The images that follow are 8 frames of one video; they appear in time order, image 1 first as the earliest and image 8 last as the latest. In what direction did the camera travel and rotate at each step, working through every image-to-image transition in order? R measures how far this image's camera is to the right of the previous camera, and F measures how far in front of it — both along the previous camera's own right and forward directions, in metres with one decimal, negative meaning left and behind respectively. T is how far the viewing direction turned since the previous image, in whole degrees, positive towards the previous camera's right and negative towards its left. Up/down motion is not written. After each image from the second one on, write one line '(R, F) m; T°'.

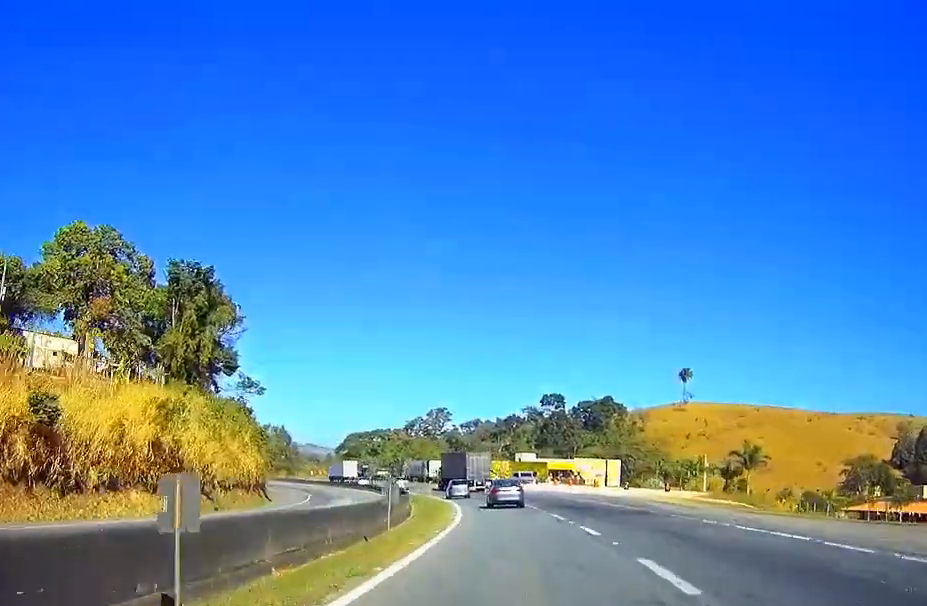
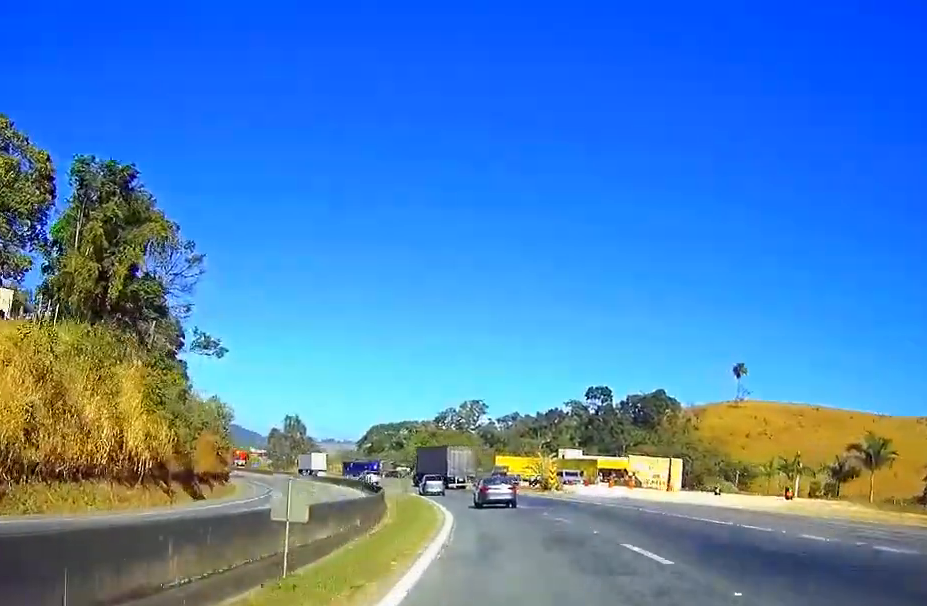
(-1.5, +28.9) m; -5°
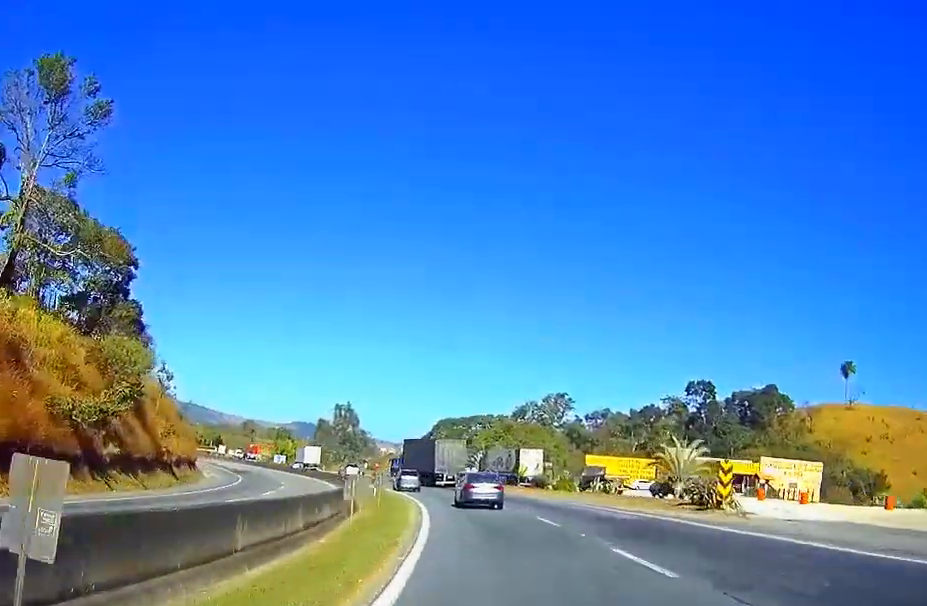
(-2.5, +36.4) m; -9°
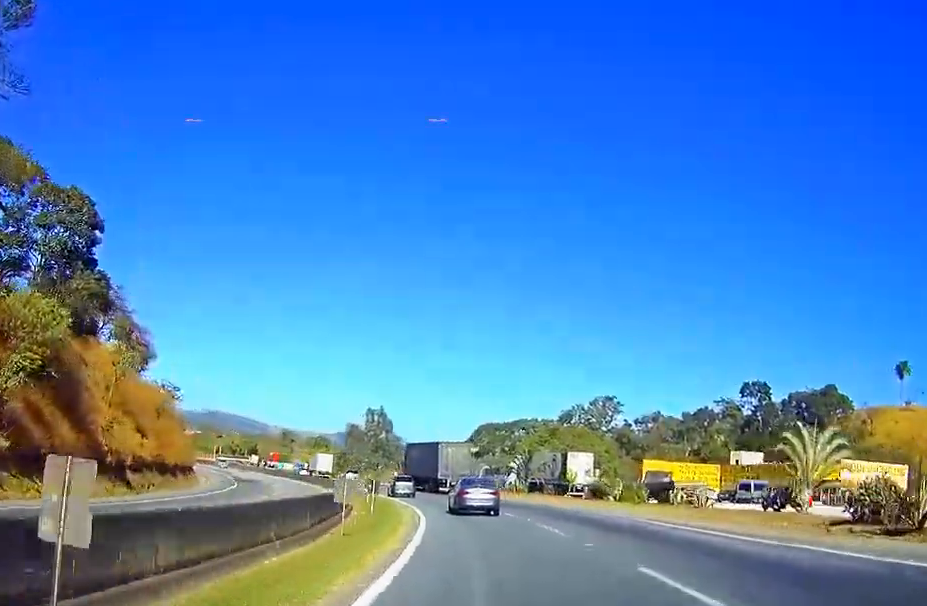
(-0.9, +14.8) m; -4°
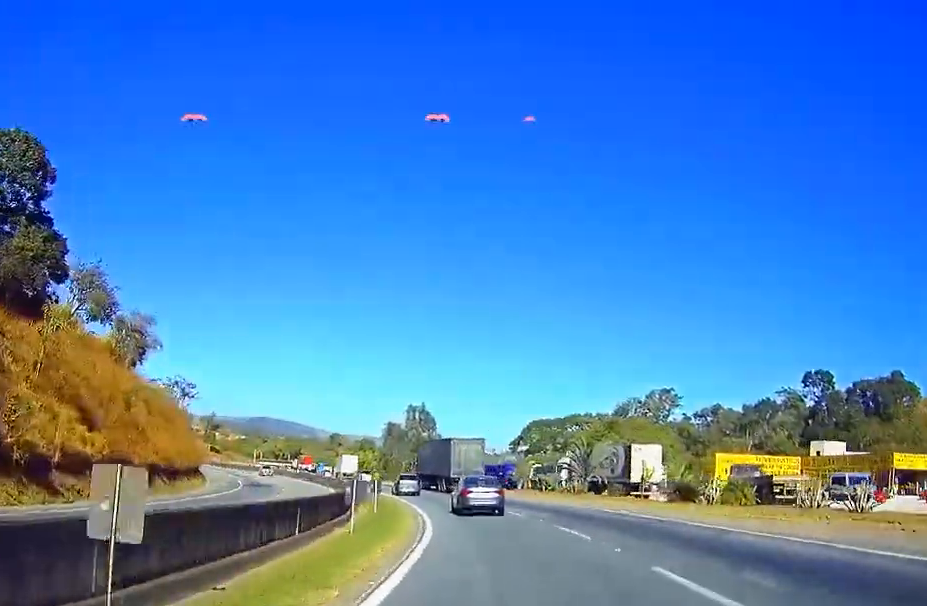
(-0.1, +13.9) m; 0°
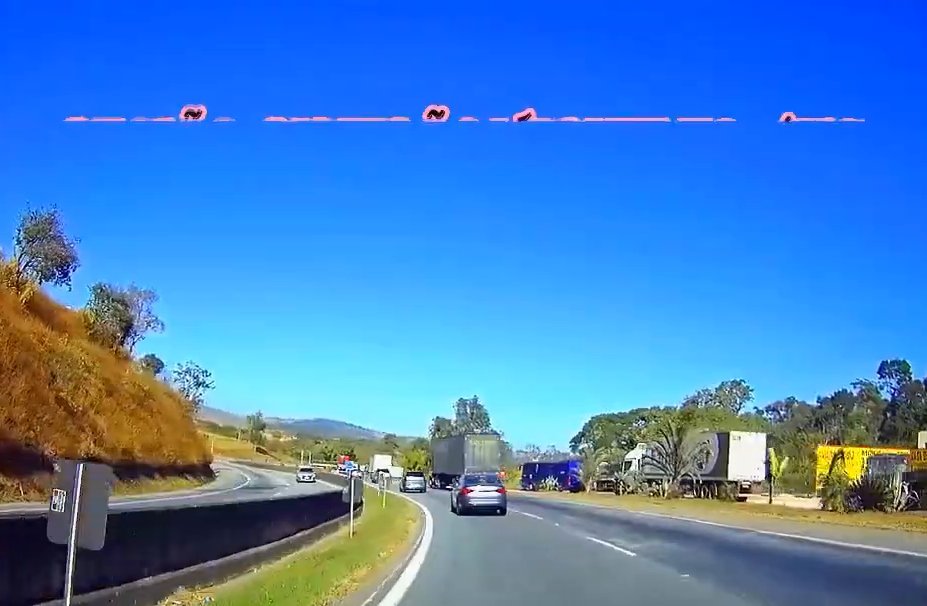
(0.0, +16.3) m; 0°
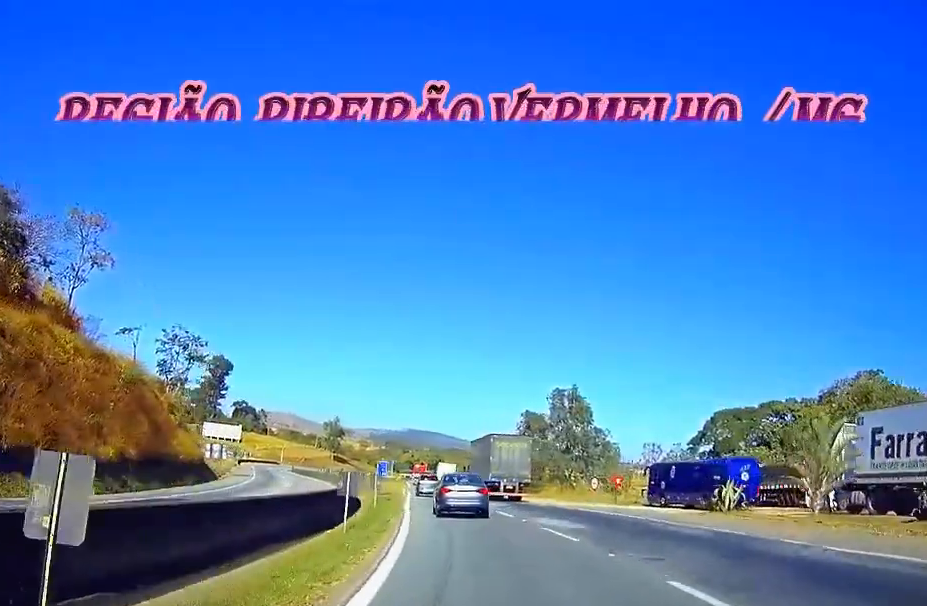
(0.0, +31.5) m; -4°
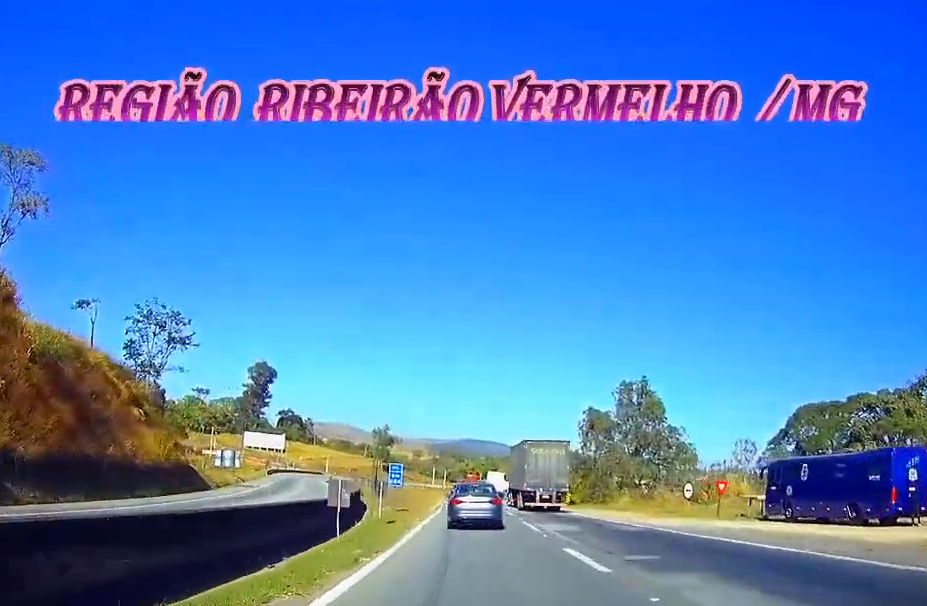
(-0.3, +16.8) m; -5°
